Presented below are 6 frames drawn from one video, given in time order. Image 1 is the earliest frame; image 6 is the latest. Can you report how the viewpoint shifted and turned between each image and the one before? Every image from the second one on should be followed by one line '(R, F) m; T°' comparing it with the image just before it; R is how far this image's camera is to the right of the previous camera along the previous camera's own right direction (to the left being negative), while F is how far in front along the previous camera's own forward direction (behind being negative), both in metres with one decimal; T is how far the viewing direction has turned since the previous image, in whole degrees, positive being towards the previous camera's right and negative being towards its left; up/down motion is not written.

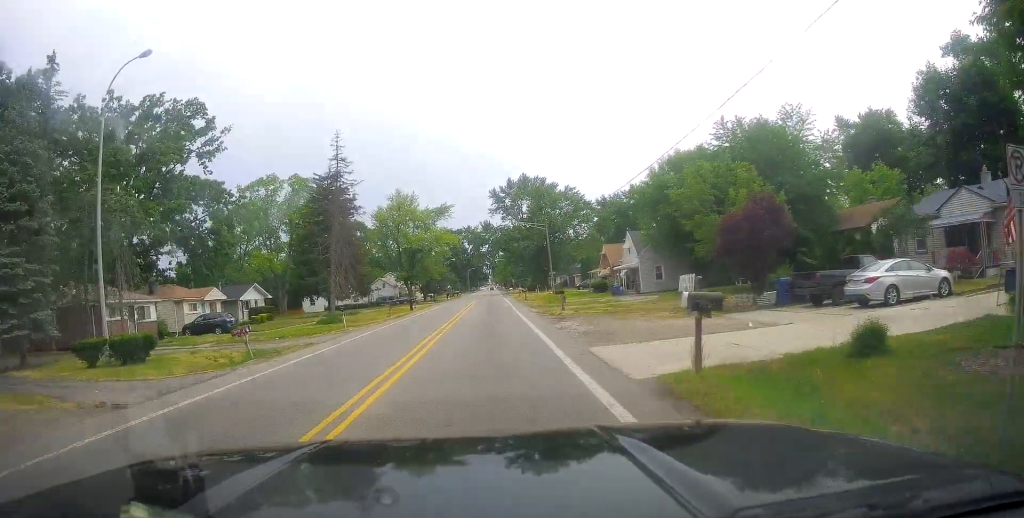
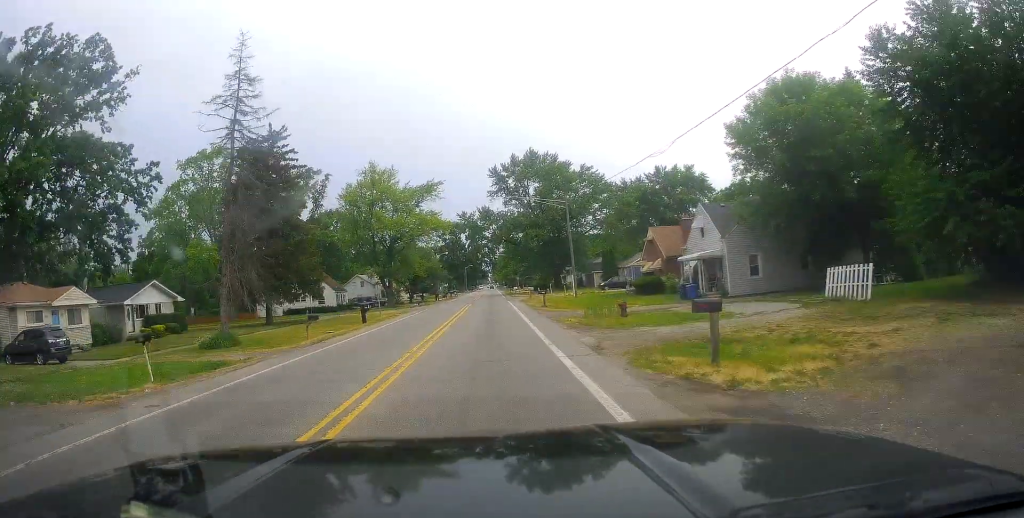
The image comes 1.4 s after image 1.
(+0.1, +21.3) m; -1°
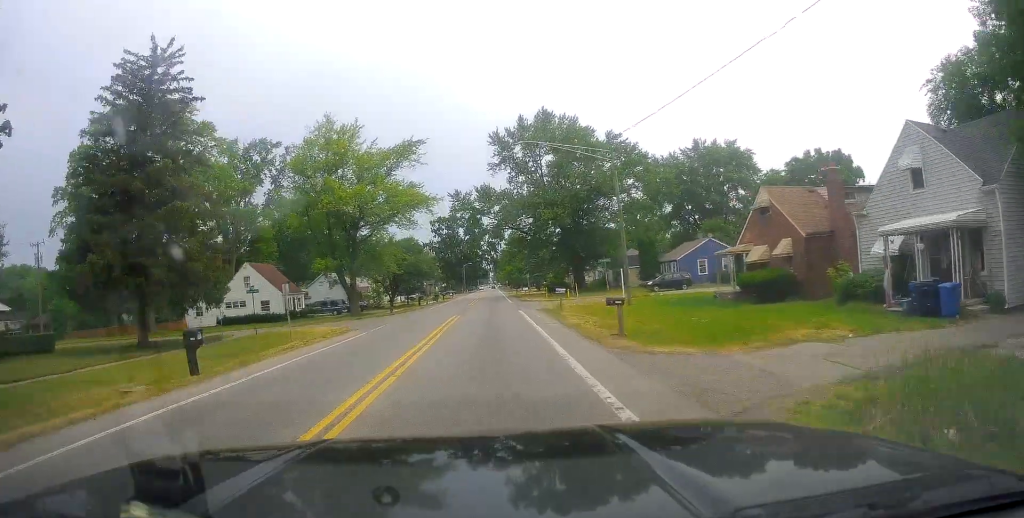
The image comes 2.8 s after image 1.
(0.0, +21.7) m; +2°
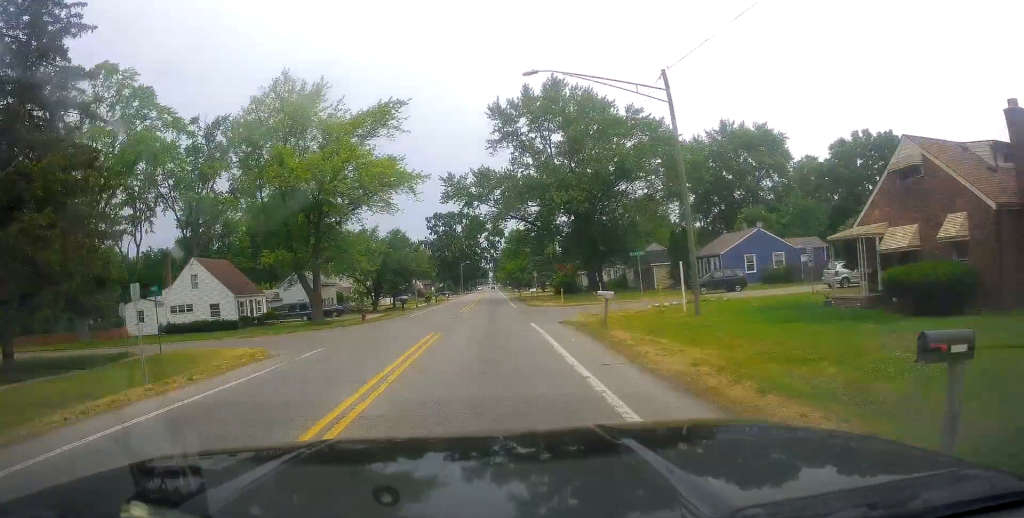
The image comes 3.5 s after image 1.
(+0.3, +11.8) m; -1°
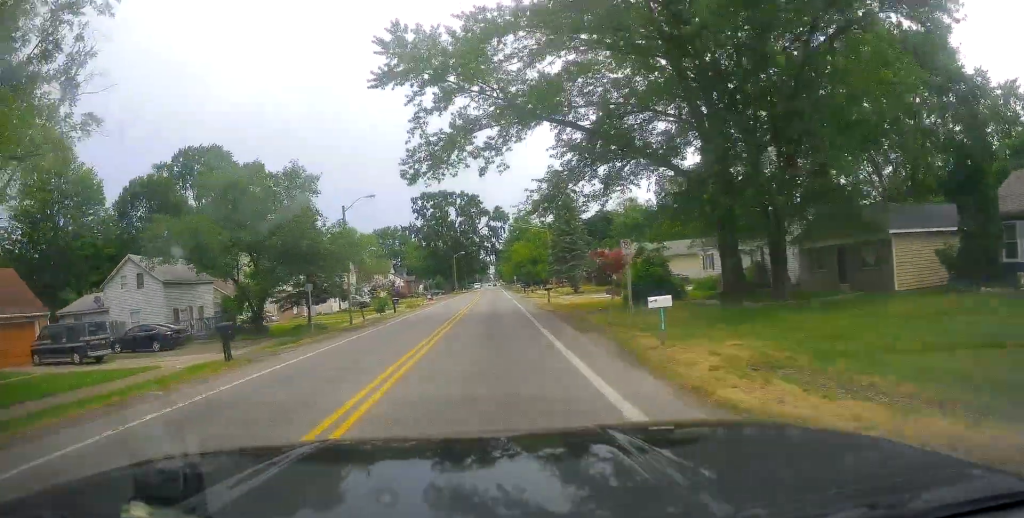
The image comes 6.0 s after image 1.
(+0.1, +37.7) m; +2°
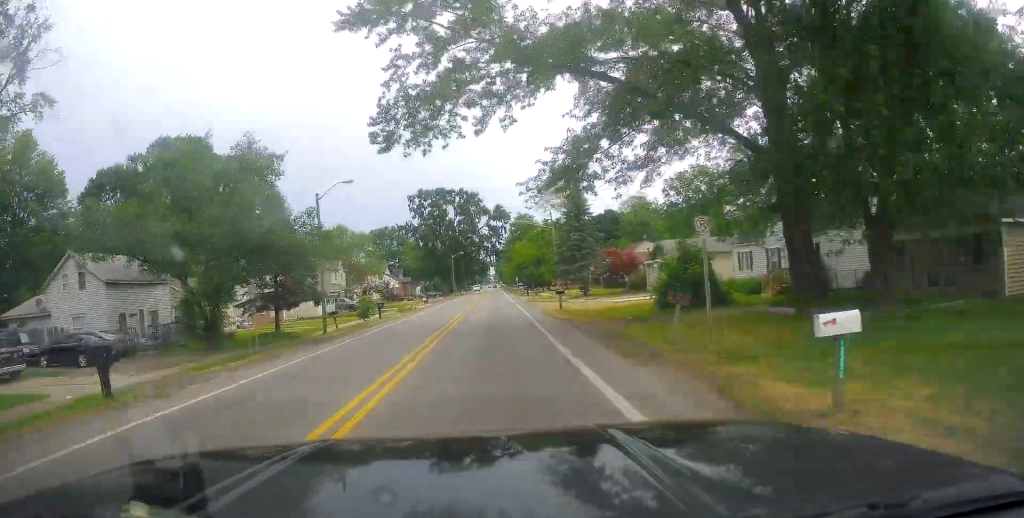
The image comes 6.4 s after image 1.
(0.0, +6.7) m; -1°
